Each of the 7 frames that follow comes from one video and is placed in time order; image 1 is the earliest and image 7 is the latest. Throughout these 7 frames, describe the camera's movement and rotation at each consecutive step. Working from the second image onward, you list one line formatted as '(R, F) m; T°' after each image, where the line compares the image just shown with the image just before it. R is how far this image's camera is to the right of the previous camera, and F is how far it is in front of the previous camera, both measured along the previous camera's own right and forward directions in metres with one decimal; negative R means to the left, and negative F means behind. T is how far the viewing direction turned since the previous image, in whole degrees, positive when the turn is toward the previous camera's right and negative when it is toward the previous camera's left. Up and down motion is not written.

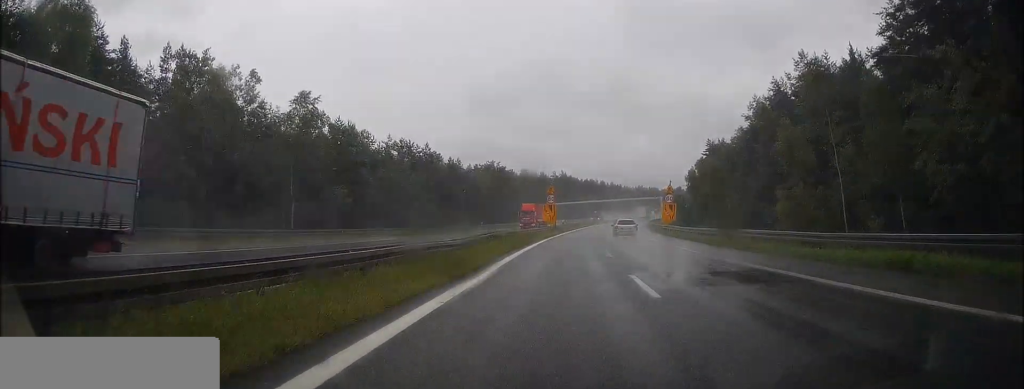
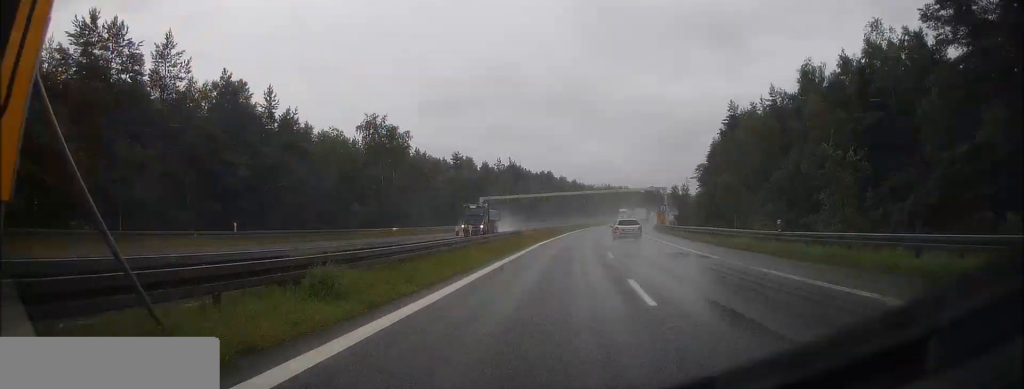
(+2.0, +60.8) m; +4°
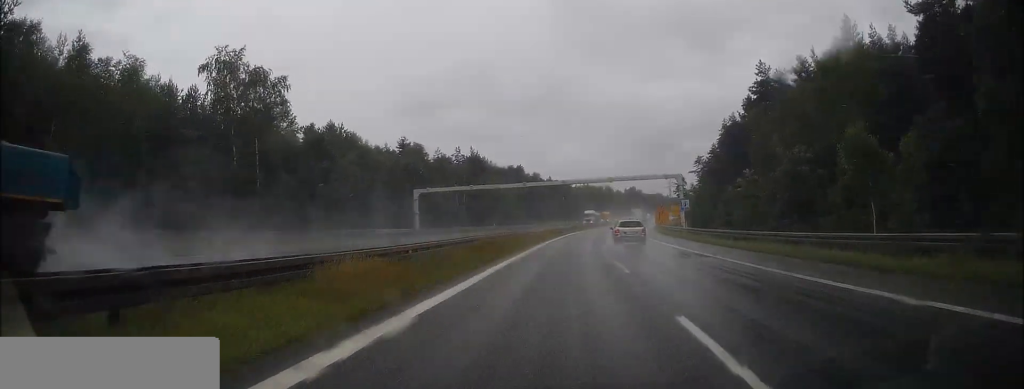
(+0.5, +29.8) m; +2°
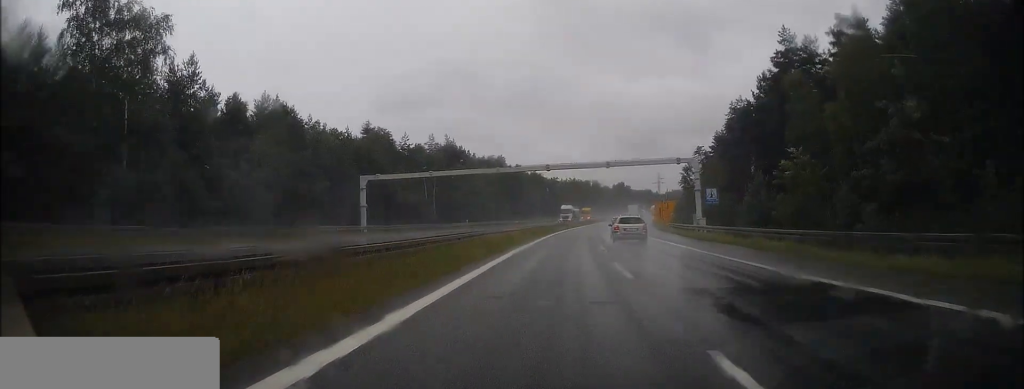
(+0.1, +14.4) m; +1°
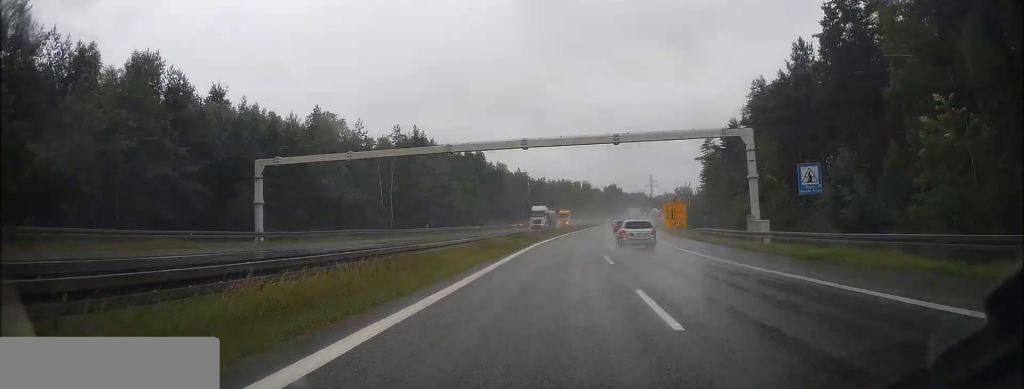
(+0.4, +18.4) m; +2°
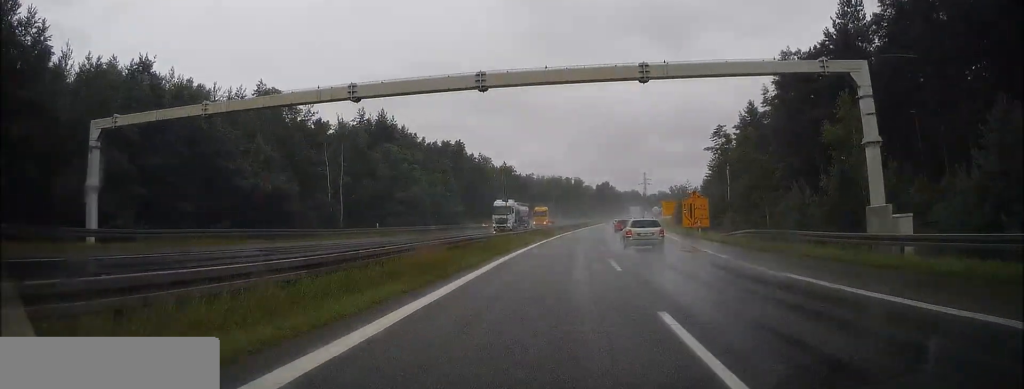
(+0.2, +15.2) m; +1°
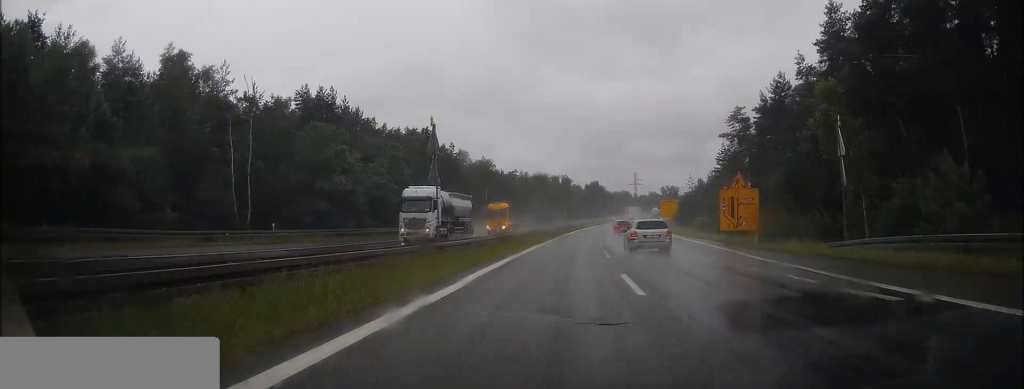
(+0.1, +17.5) m; +1°
